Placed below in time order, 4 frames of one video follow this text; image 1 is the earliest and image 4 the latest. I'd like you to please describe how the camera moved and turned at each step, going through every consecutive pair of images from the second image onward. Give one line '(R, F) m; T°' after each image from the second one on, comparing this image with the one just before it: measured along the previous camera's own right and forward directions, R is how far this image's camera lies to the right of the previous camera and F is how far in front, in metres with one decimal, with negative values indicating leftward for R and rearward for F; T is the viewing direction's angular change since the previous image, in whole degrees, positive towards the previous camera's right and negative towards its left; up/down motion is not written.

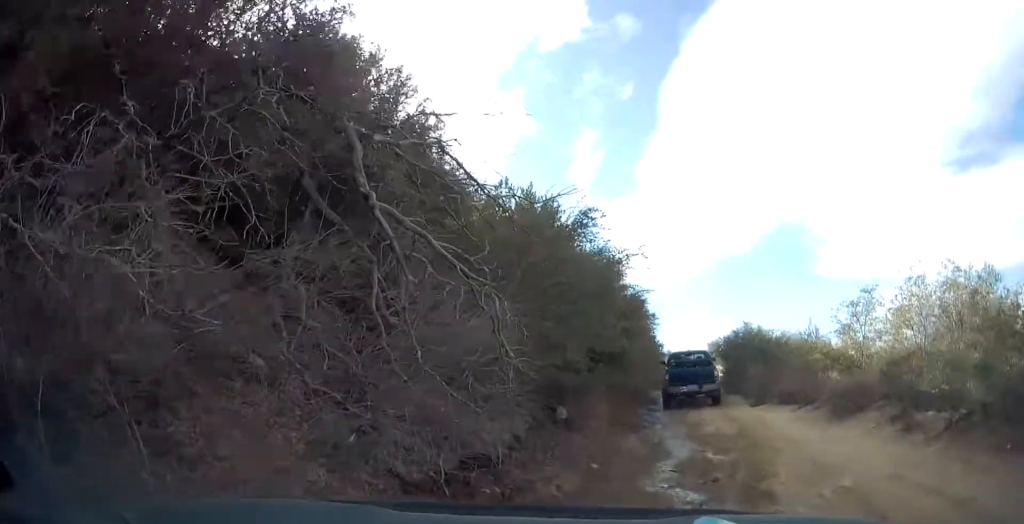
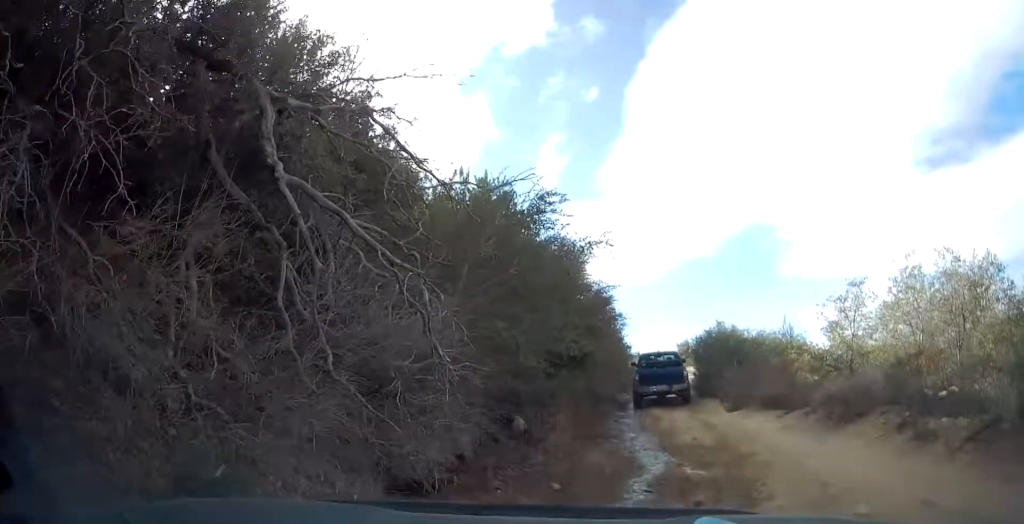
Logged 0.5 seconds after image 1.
(-0.2, +1.2) m; +2°
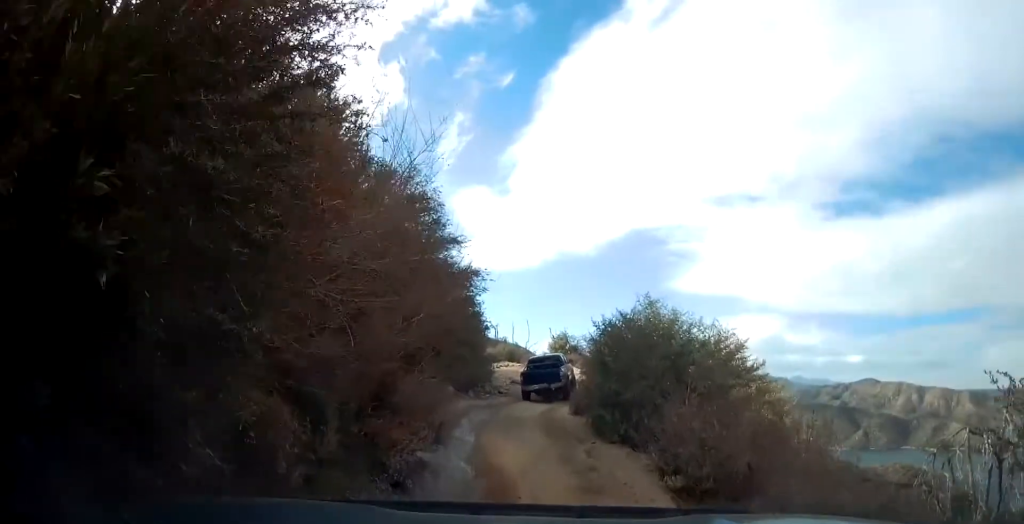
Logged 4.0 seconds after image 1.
(+2.1, +9.7) m; +14°
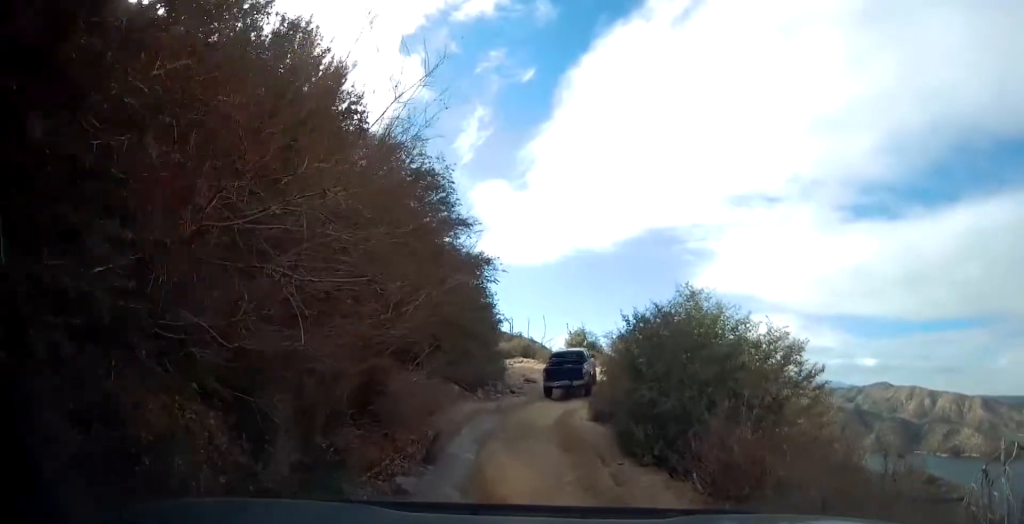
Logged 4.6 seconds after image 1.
(+0.2, +1.8) m; +1°
